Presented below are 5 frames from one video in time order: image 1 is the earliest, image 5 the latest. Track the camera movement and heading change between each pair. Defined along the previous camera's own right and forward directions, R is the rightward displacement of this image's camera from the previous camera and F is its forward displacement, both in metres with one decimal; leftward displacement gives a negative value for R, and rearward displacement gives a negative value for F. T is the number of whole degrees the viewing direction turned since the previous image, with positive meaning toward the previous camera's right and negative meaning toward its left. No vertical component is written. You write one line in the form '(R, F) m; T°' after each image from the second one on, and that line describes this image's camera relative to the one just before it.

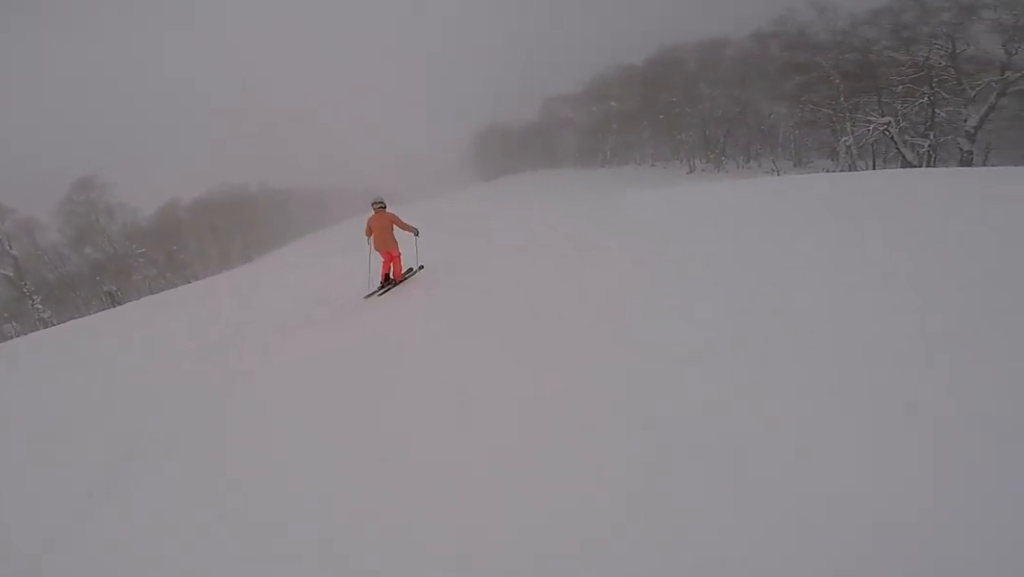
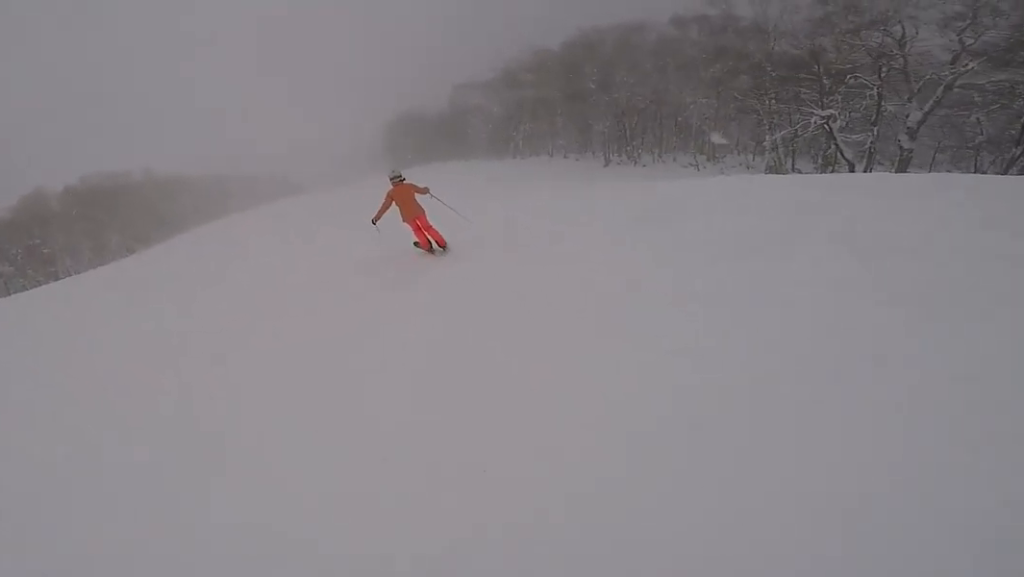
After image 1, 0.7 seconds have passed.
(+0.1, +5.5) m; -1°
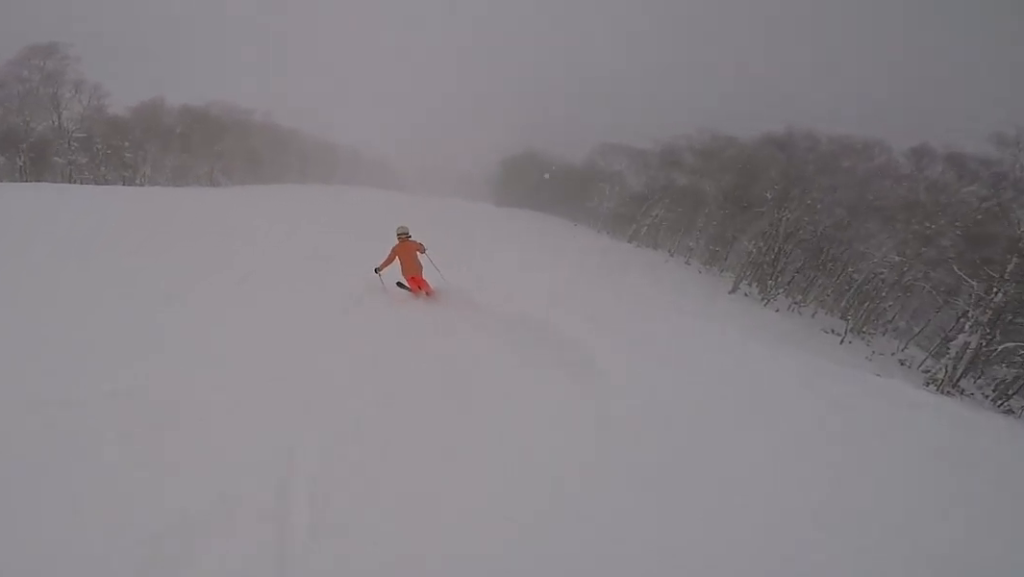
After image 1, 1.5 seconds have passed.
(-0.1, +7.0) m; -4°
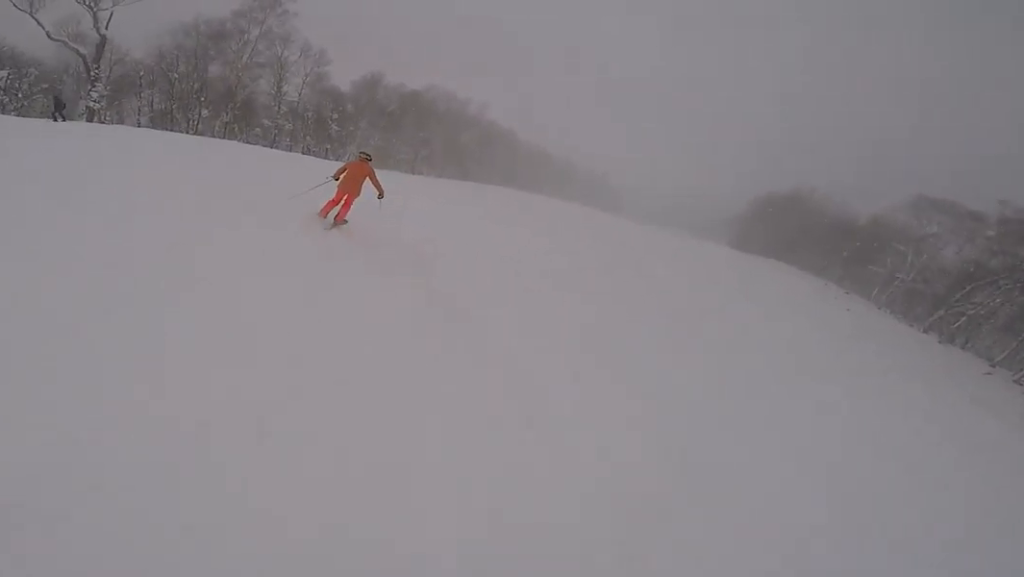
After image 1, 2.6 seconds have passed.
(-0.6, +9.1) m; -4°
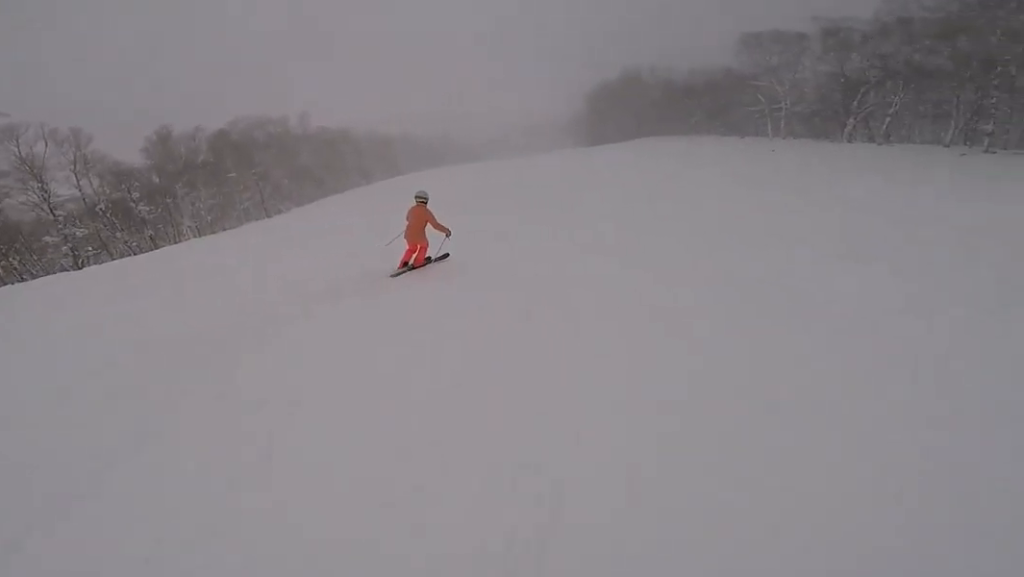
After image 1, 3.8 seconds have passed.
(+0.1, +10.7) m; +7°
